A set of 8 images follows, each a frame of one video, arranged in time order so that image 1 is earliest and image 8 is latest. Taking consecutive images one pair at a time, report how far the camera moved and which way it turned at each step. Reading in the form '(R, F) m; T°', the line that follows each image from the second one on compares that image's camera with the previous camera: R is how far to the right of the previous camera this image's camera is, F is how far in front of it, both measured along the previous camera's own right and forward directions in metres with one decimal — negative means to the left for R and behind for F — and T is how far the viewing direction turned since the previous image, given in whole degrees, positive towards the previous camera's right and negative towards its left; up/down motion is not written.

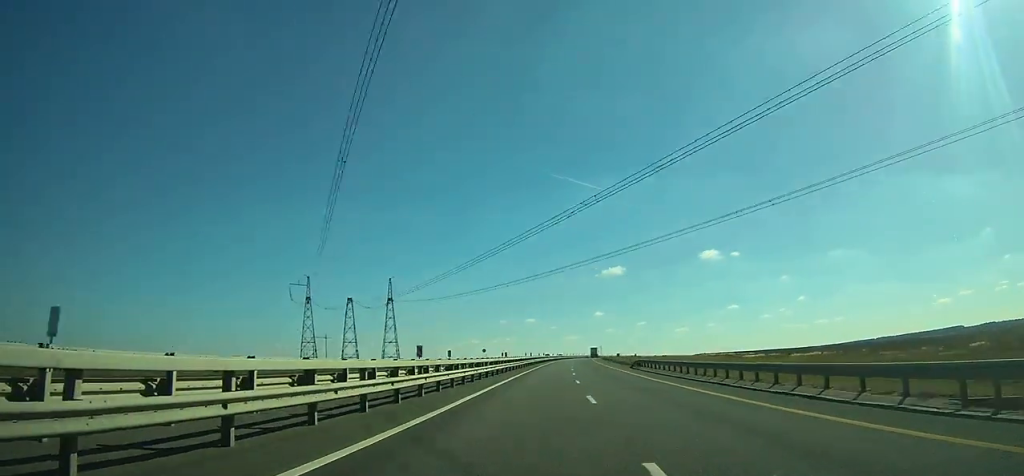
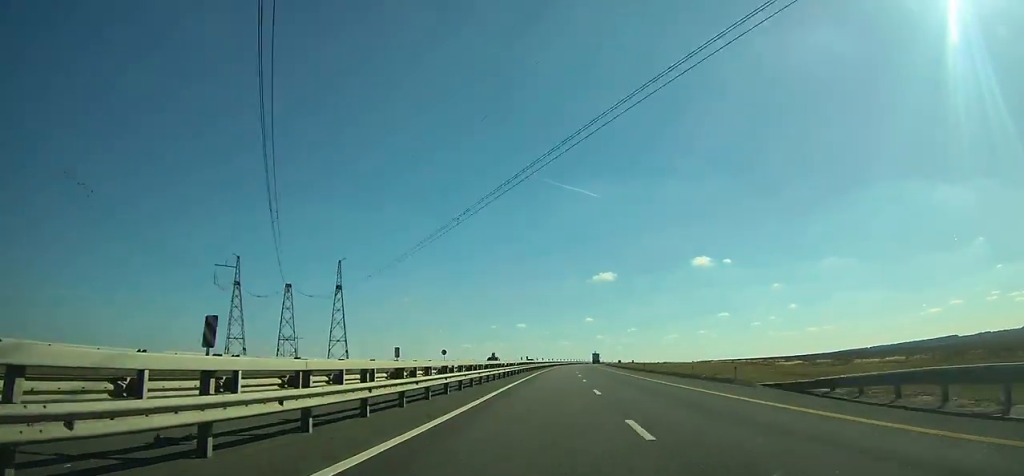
(+0.4, +40.4) m; +1°
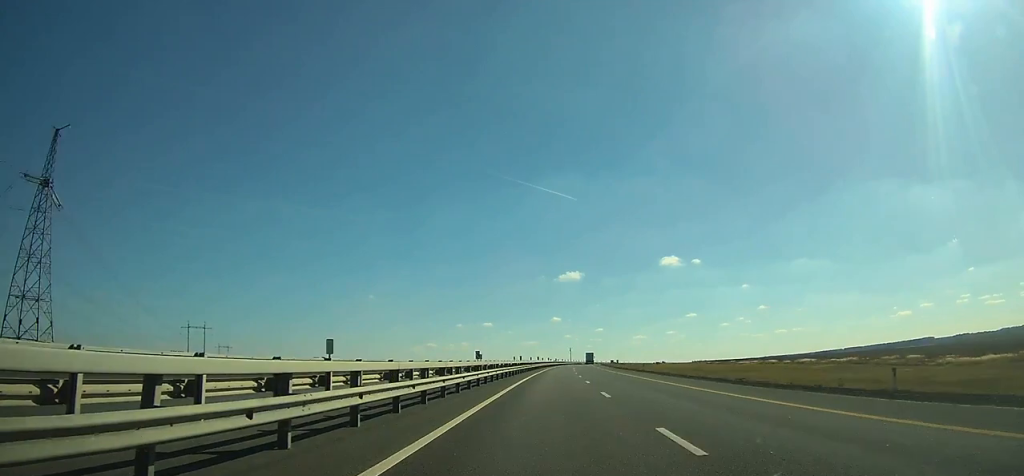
(+2.2, +91.4) m; +3°
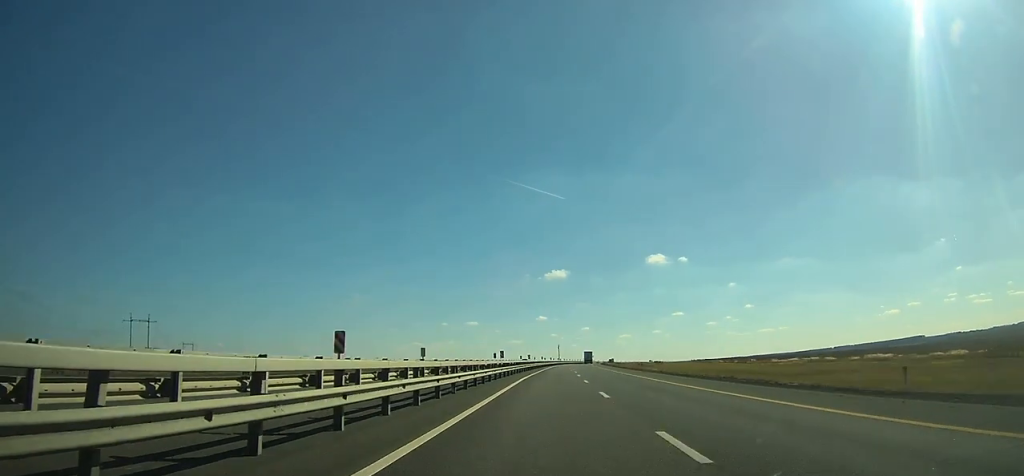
(+0.4, +47.1) m; +1°
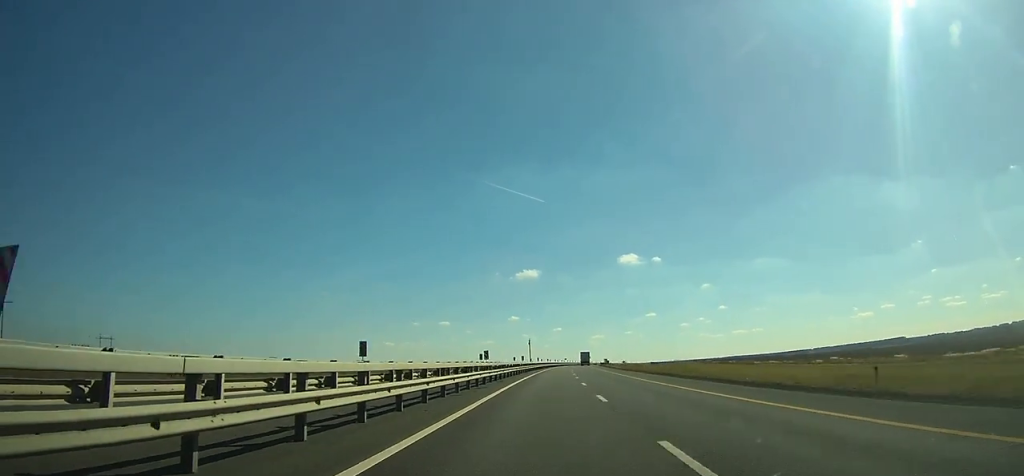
(+2.4, +99.8) m; +3°
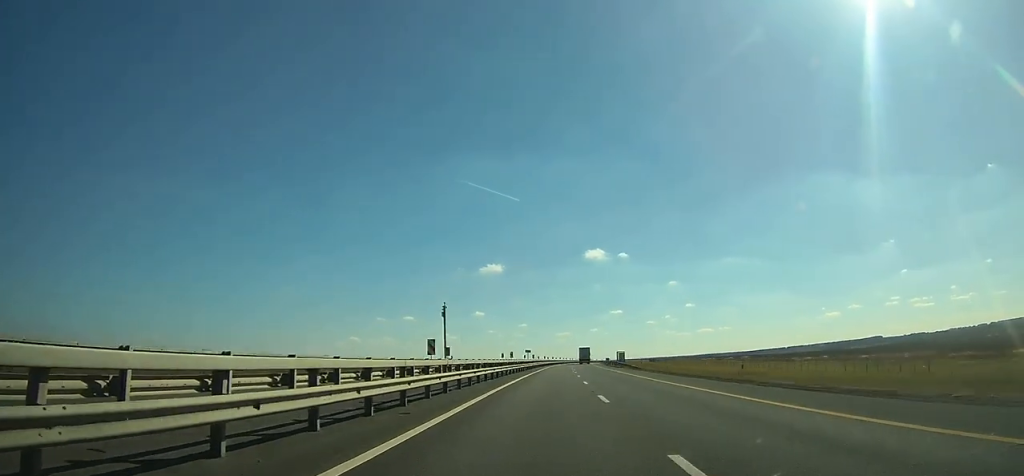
(+4.8, +144.9) m; +4°
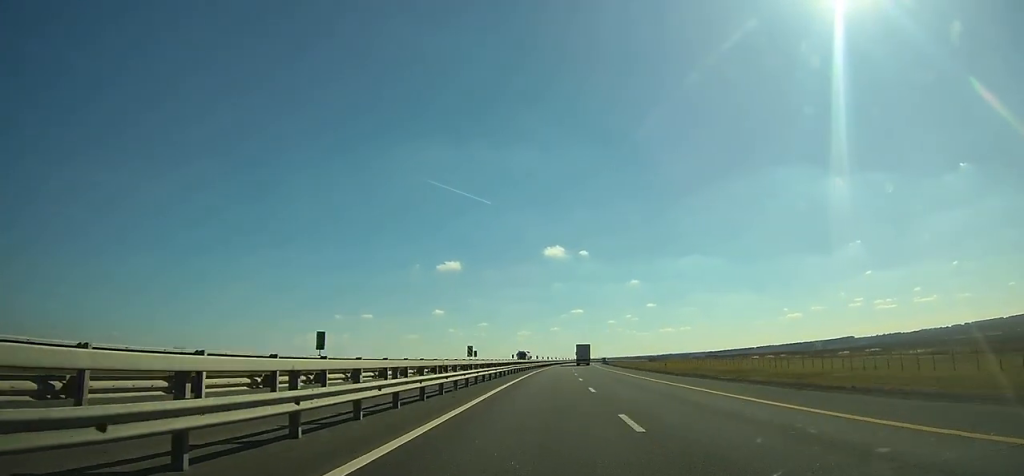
(+4.3, +143.9) m; +4°
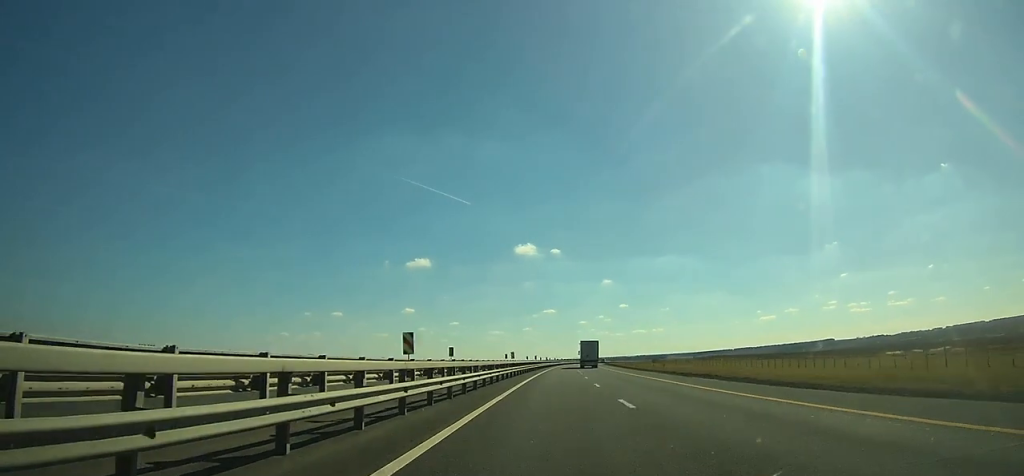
(+2.5, +101.6) m; +3°
